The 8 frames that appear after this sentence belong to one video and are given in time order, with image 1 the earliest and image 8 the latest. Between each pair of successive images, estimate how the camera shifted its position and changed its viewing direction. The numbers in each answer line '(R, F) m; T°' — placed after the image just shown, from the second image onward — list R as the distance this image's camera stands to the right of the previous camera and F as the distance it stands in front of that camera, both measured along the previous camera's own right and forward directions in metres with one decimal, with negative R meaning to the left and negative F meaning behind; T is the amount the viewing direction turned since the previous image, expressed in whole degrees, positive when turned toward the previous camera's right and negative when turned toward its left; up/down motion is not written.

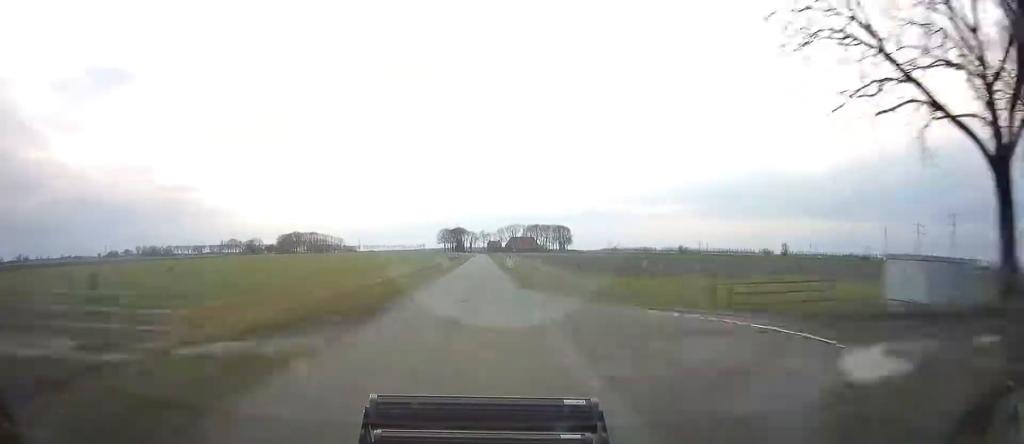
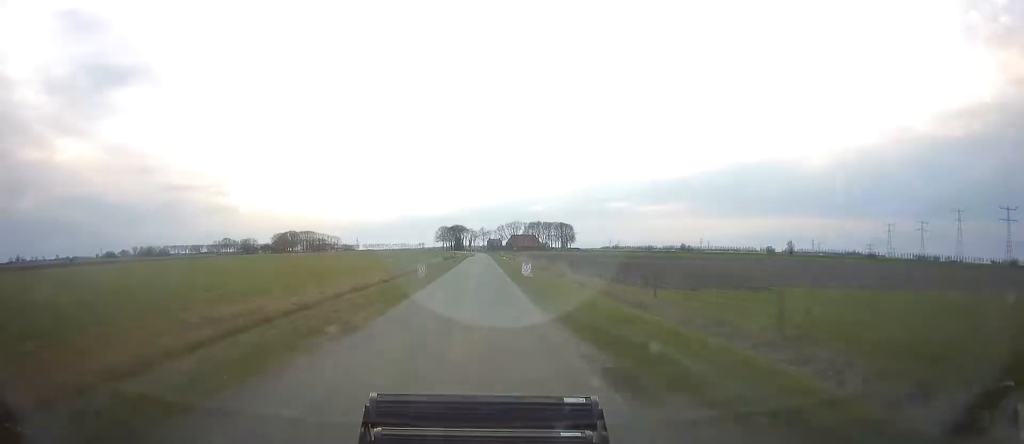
(-0.2, +16.0) m; 0°
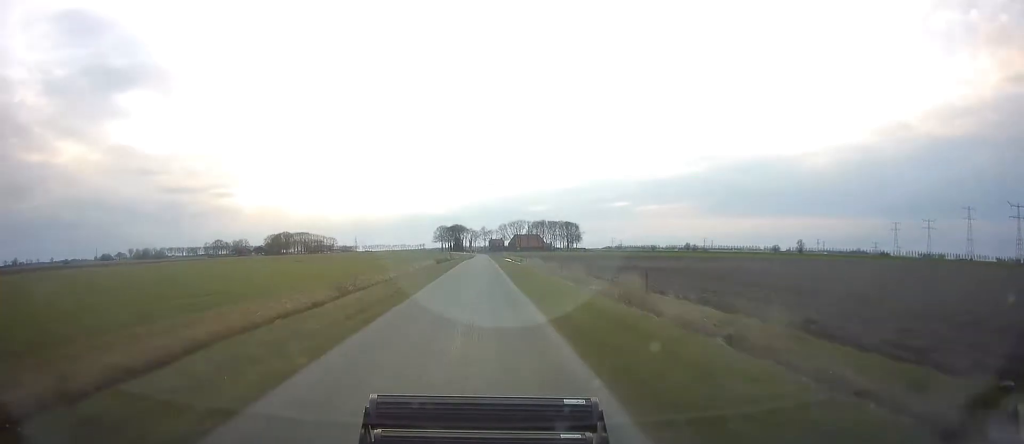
(-0.2, +22.7) m; 0°
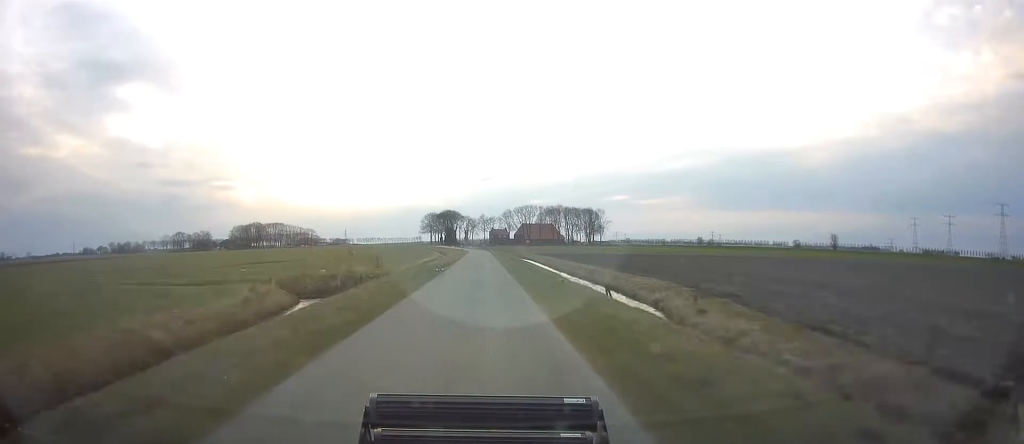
(+0.5, +81.1) m; 0°
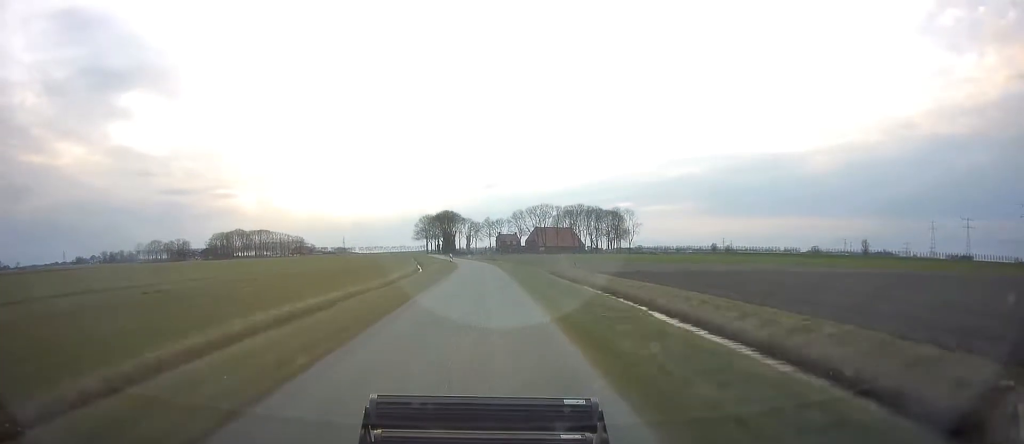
(-0.3, +50.8) m; -1°
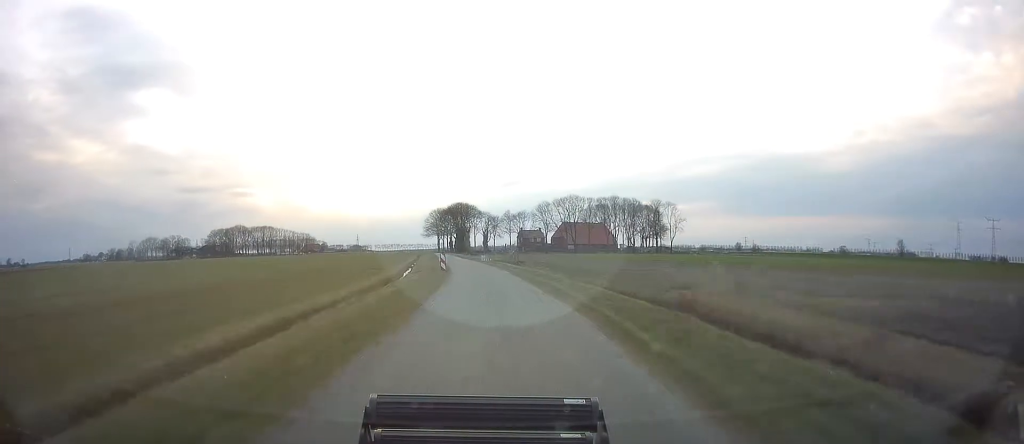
(-0.2, +34.4) m; -2°
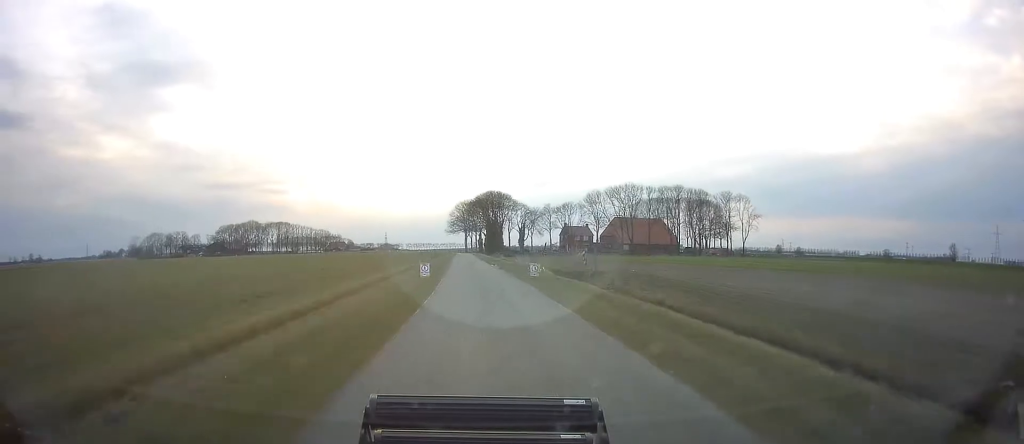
(-0.7, +37.7) m; -2°
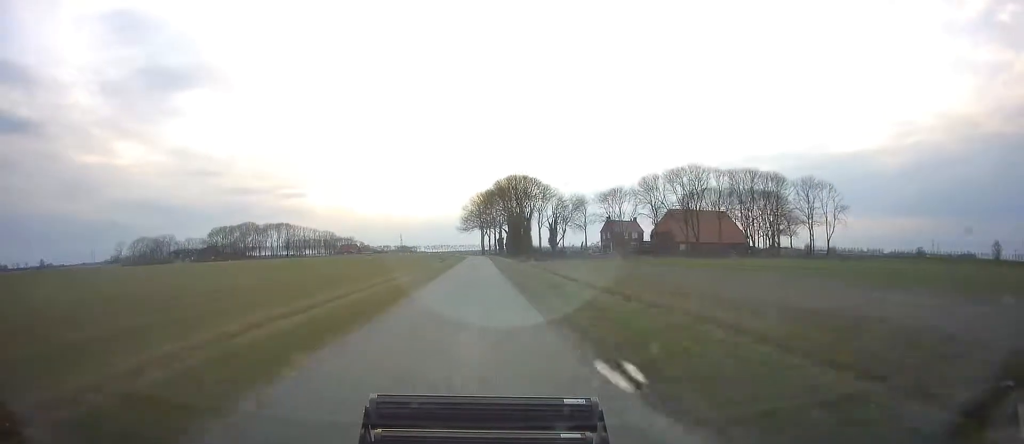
(-0.5, +39.6) m; -2°
